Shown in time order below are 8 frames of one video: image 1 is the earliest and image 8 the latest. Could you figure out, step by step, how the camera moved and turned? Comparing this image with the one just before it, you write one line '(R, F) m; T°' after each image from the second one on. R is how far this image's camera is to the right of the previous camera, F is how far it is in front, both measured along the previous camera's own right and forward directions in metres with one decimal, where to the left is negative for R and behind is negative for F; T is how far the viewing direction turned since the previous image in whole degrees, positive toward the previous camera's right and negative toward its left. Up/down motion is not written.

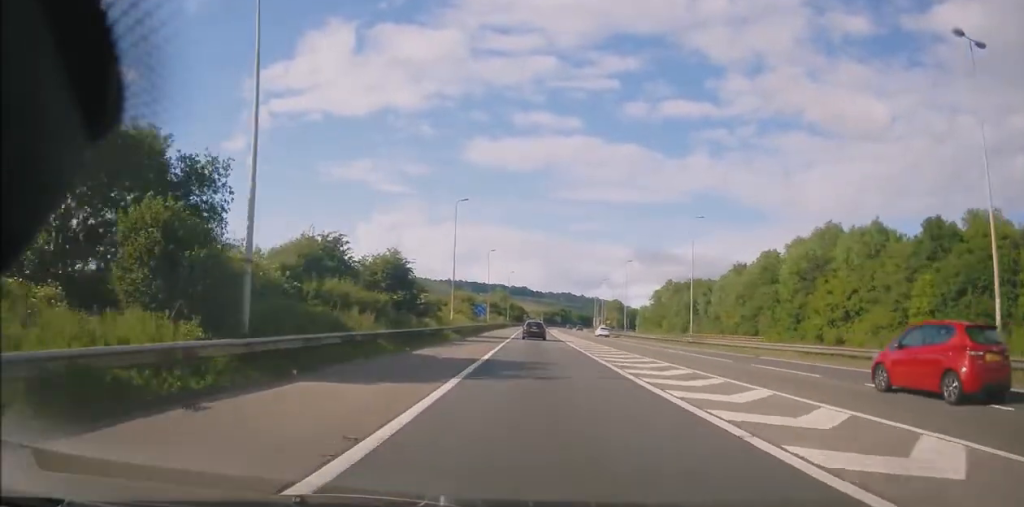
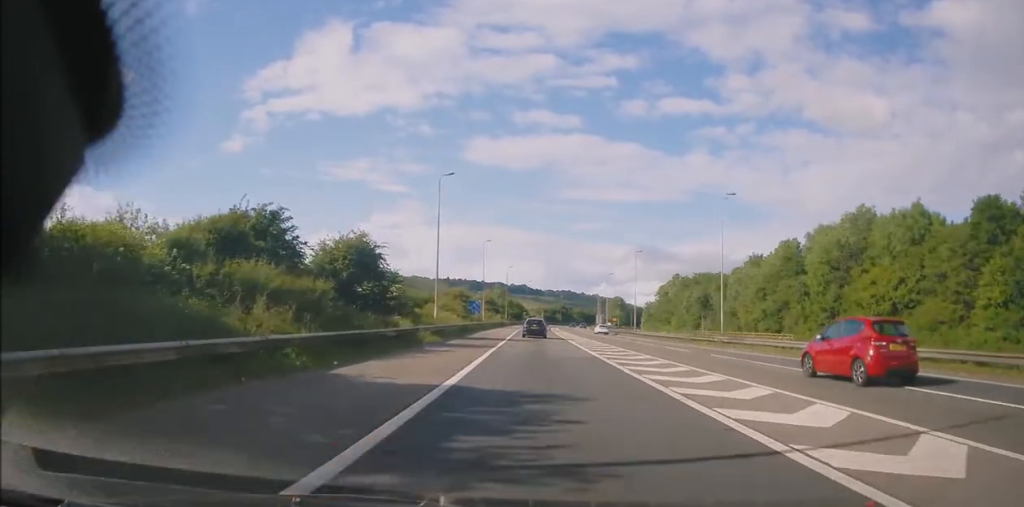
(-0.1, +9.0) m; 0°
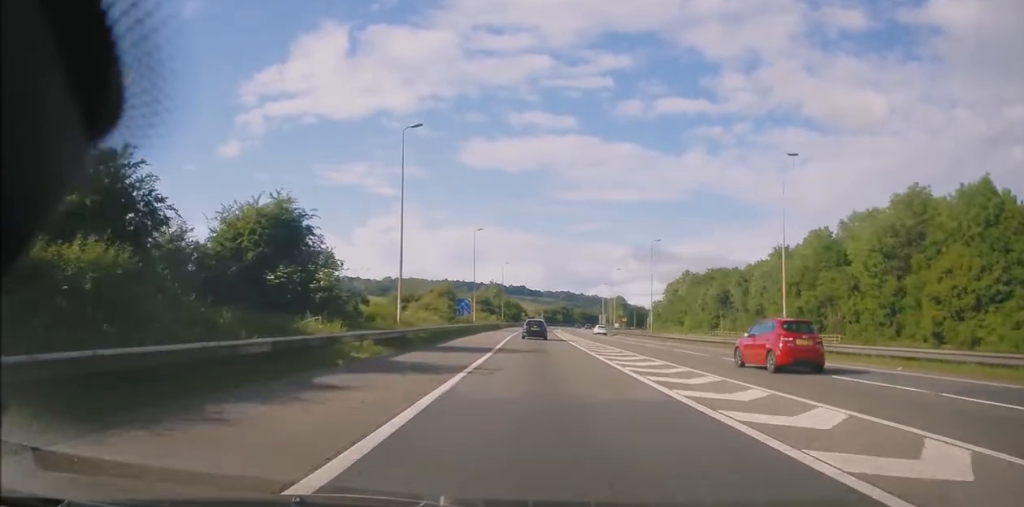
(0.0, +12.1) m; 0°
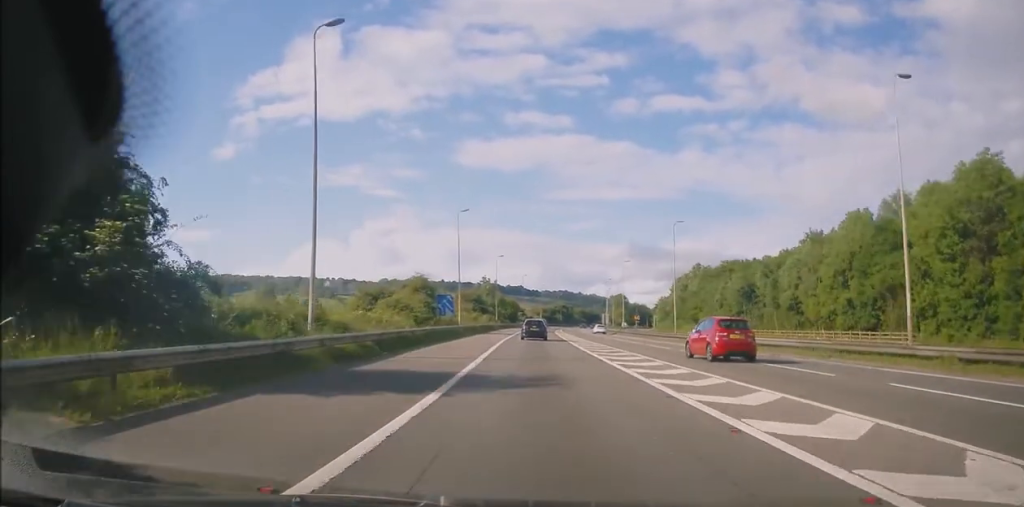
(0.0, +12.9) m; 0°
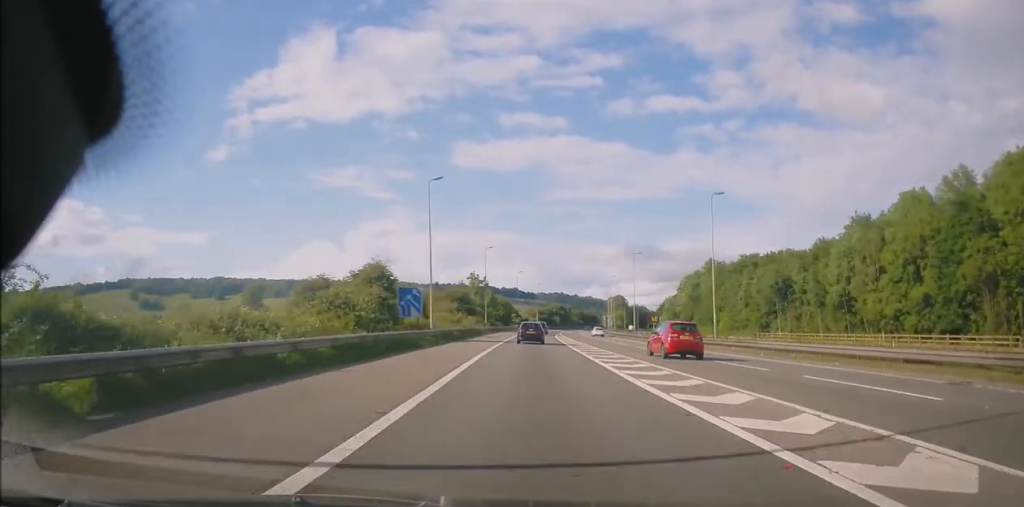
(-0.1, +14.5) m; 0°
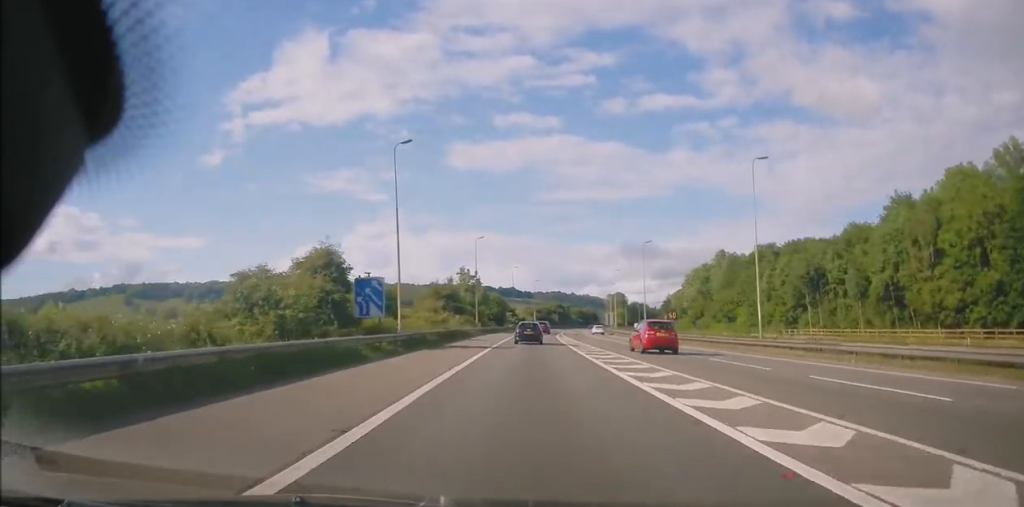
(-0.1, +9.9) m; 0°
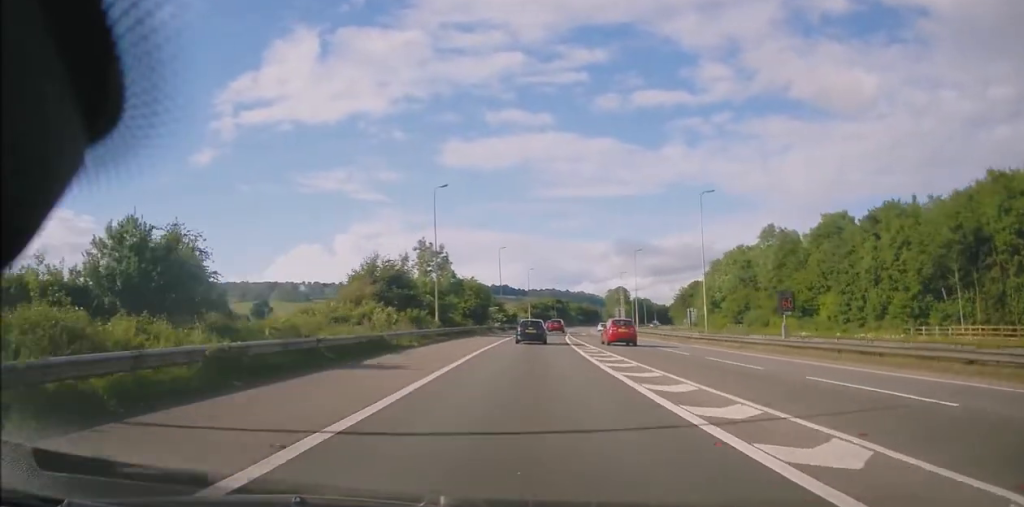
(+0.5, +27.5) m; +2°
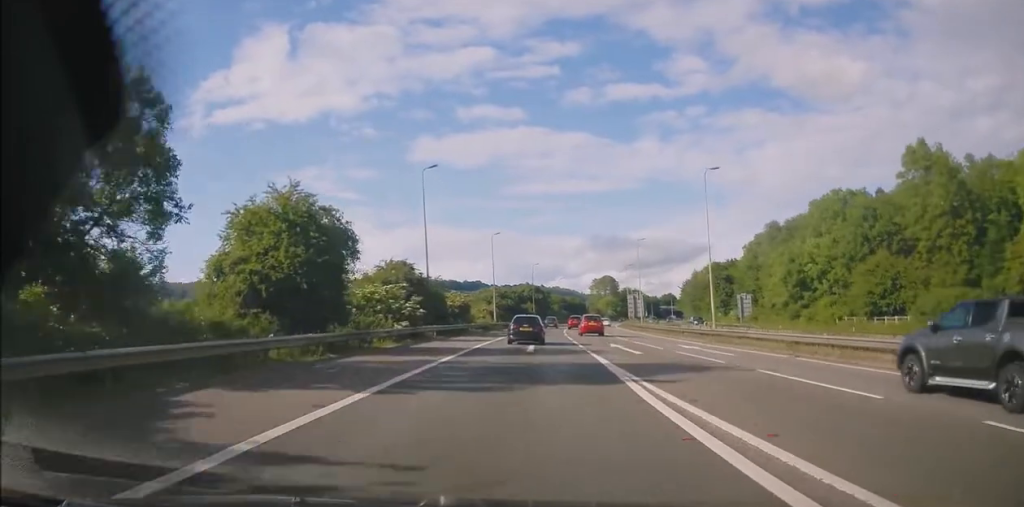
(+0.4, +45.1) m; +2°
